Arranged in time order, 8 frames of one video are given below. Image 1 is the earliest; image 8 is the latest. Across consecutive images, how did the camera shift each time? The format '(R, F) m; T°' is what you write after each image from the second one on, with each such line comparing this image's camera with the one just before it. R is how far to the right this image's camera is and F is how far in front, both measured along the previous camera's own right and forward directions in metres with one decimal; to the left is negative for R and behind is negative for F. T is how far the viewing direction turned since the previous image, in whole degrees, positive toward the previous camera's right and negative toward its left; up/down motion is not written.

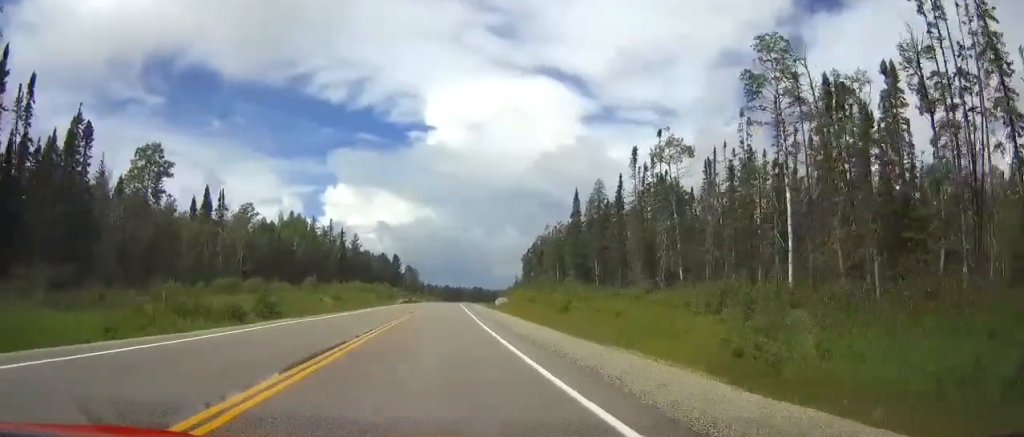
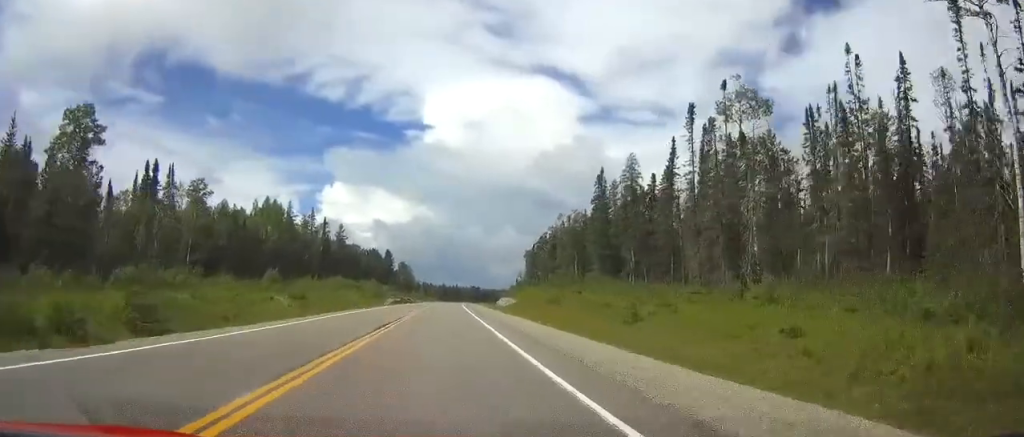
(+0.1, +23.5) m; 0°
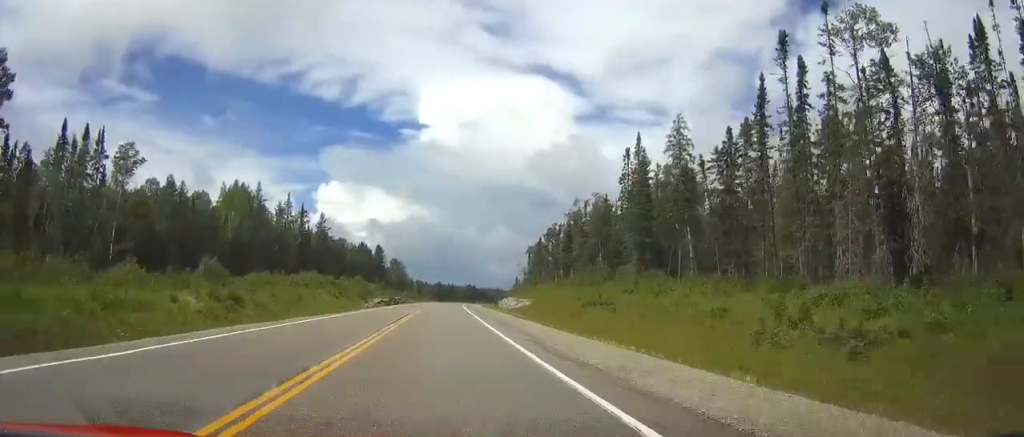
(+0.1, +22.6) m; 0°
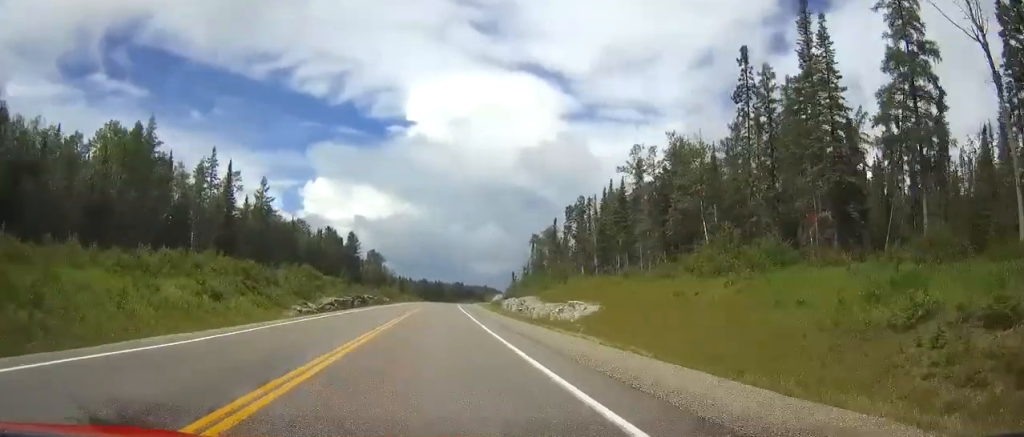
(+0.2, +45.2) m; +1°
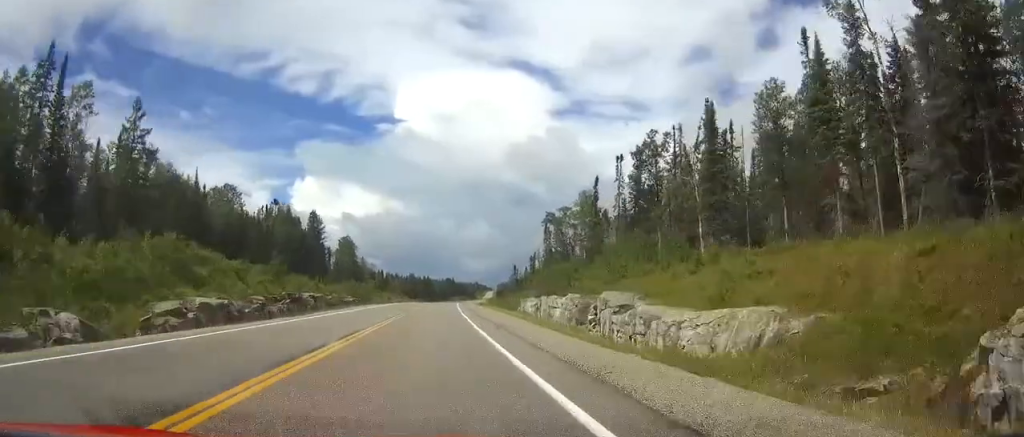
(+1.0, +49.5) m; +2°
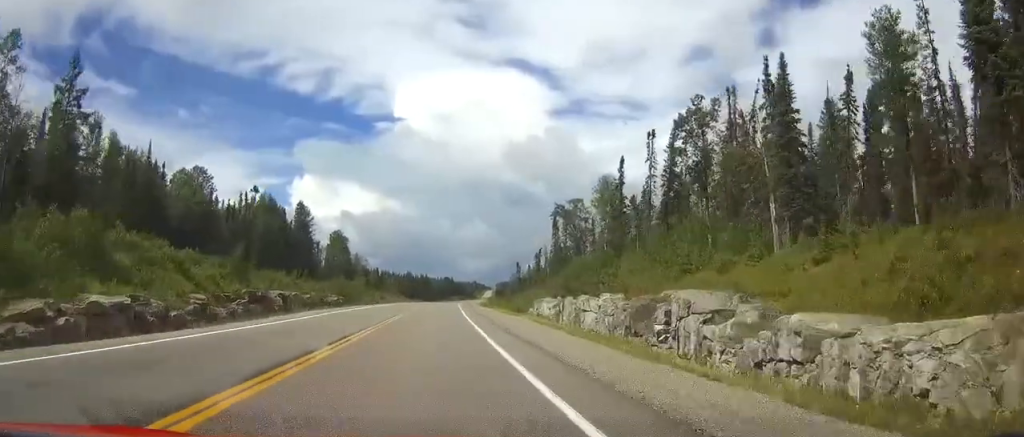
(+0.1, +14.9) m; 0°
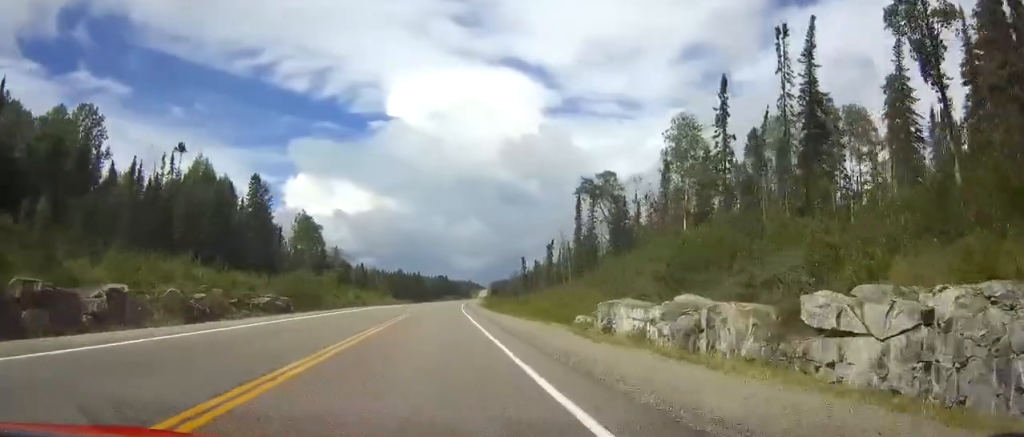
(0.0, +34.9) m; 0°
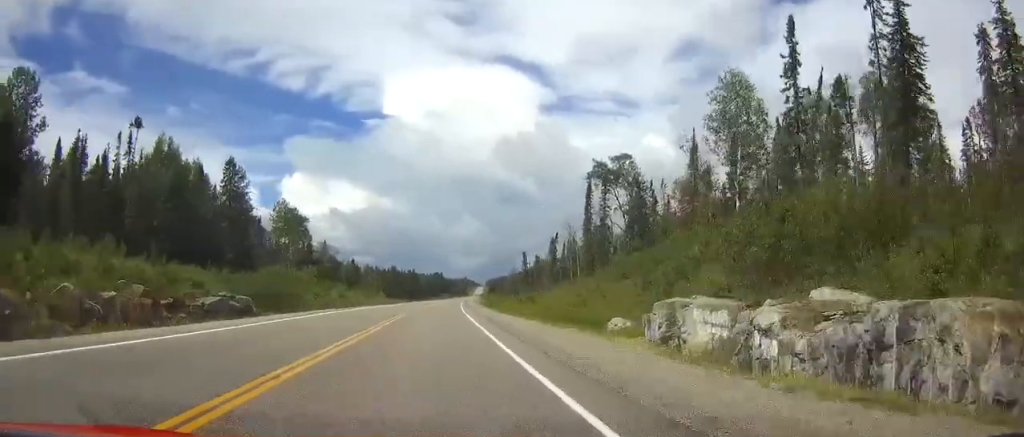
(0.0, +13.0) m; 0°
